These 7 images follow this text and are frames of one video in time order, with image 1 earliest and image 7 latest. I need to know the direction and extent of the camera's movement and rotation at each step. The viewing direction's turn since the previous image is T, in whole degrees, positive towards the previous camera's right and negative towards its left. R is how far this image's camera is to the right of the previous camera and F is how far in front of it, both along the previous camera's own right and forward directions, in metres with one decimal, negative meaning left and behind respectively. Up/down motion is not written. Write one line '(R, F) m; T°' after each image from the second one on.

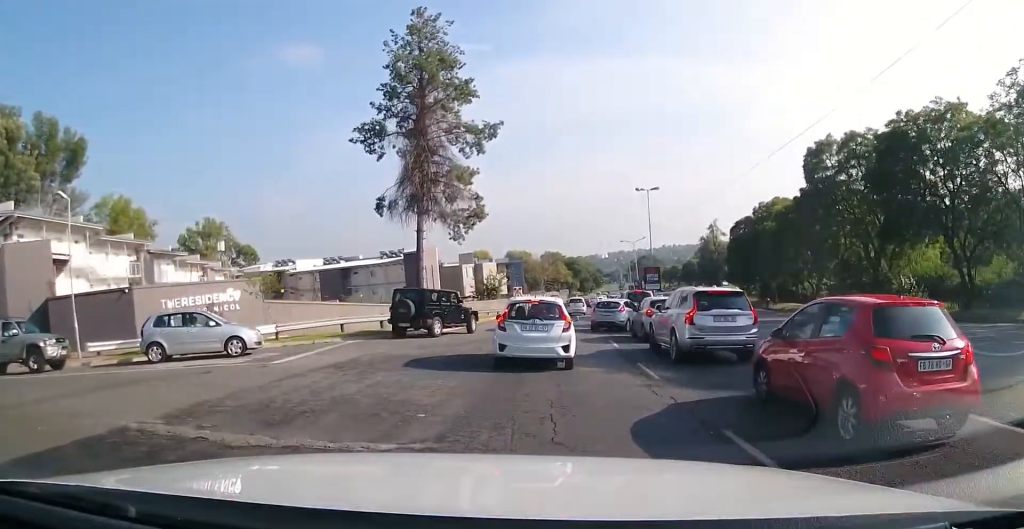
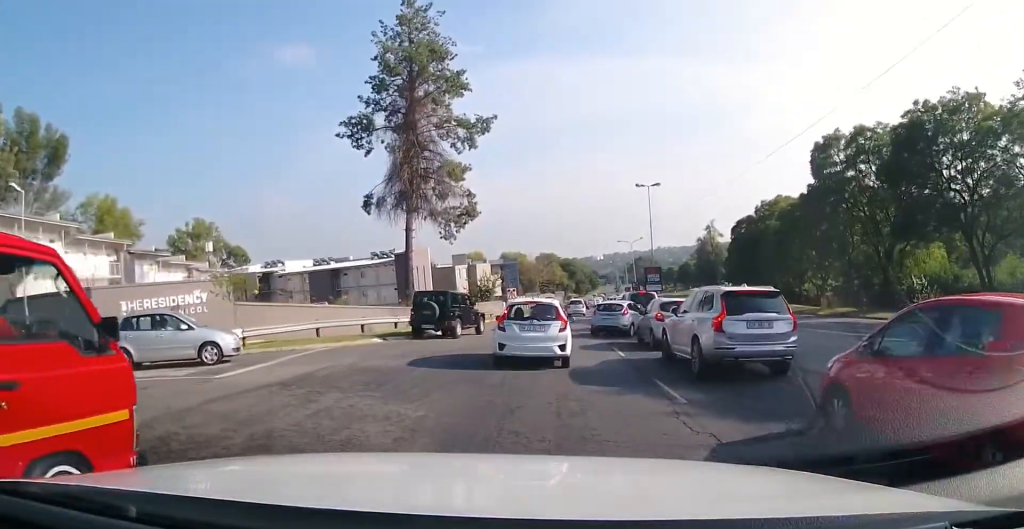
(+0.1, +2.1) m; 0°
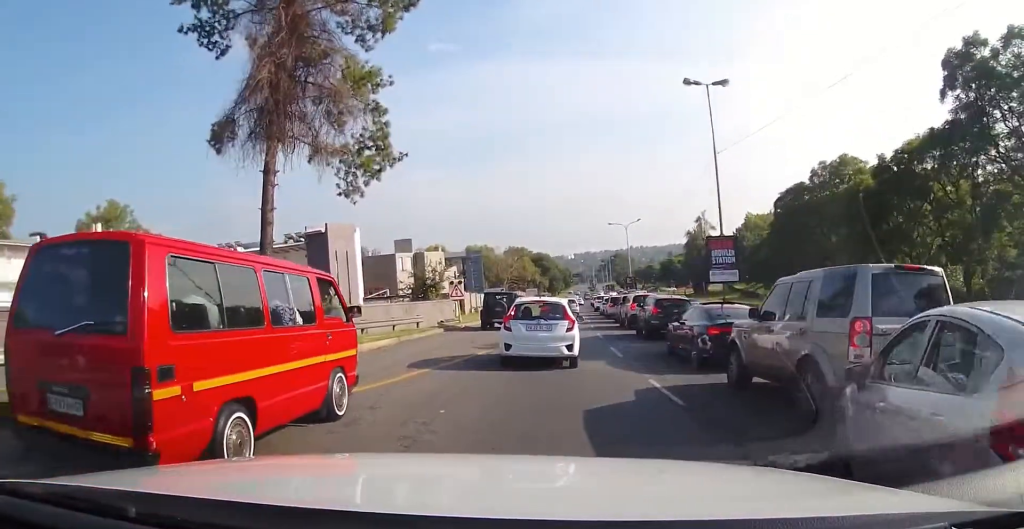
(-0.5, +18.8) m; -2°
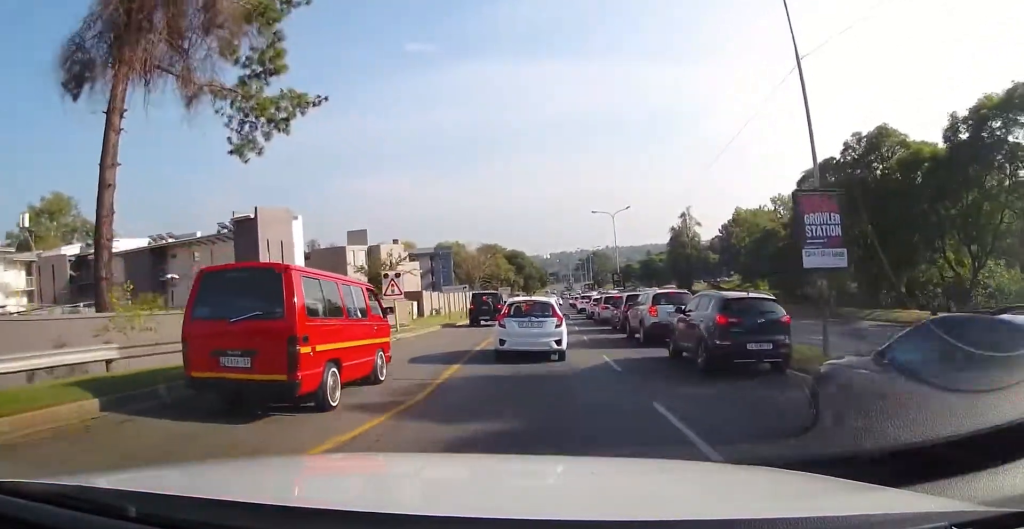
(+0.1, +9.2) m; +2°
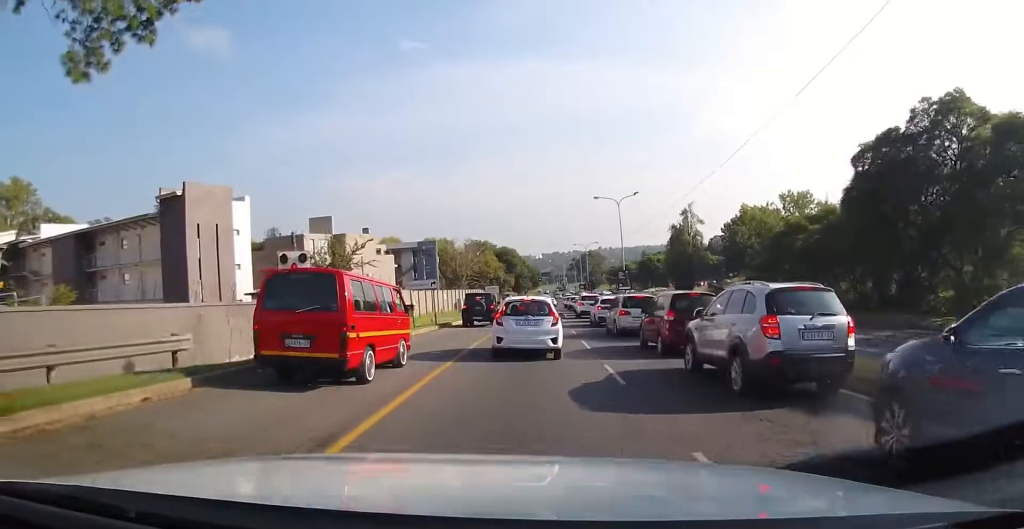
(-0.1, +8.5) m; -1°
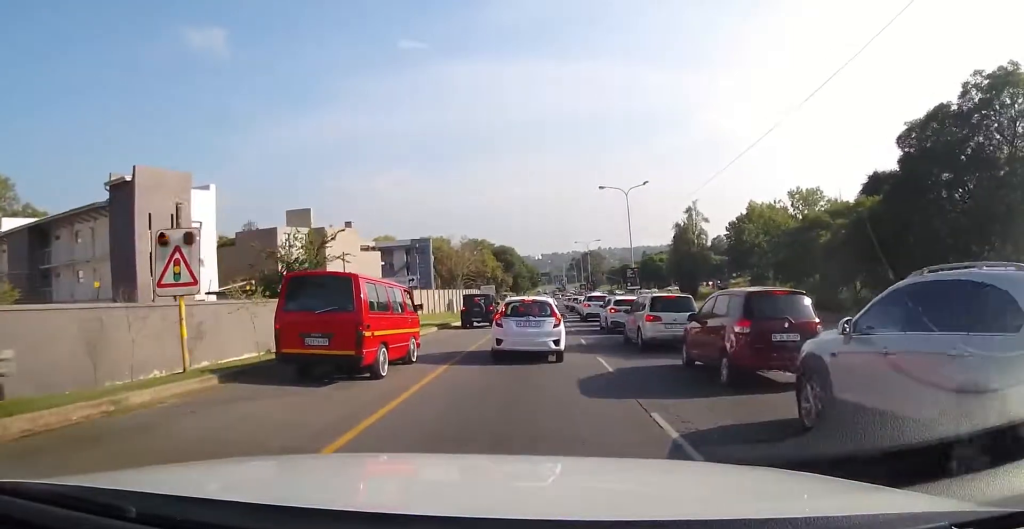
(0.0, +4.9) m; 0°
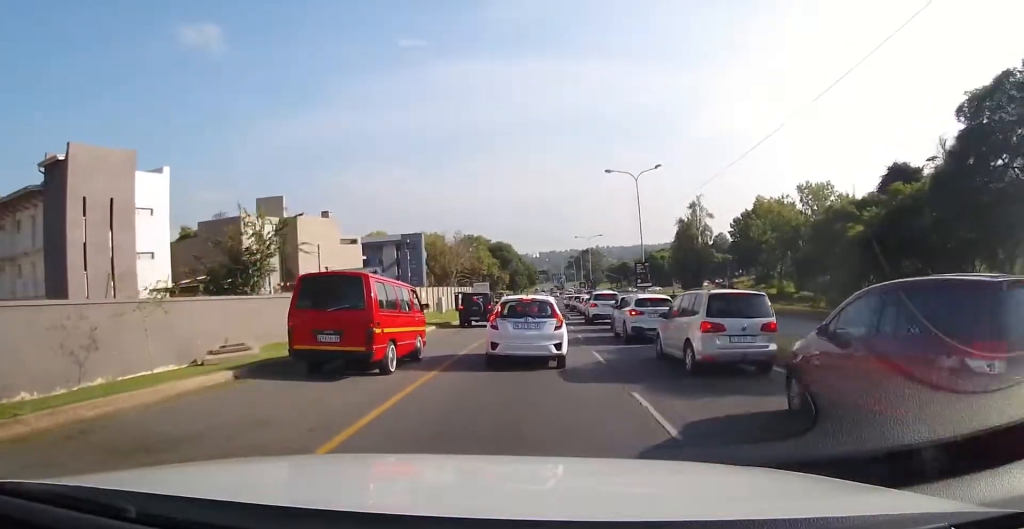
(-0.1, +5.3) m; +1°
